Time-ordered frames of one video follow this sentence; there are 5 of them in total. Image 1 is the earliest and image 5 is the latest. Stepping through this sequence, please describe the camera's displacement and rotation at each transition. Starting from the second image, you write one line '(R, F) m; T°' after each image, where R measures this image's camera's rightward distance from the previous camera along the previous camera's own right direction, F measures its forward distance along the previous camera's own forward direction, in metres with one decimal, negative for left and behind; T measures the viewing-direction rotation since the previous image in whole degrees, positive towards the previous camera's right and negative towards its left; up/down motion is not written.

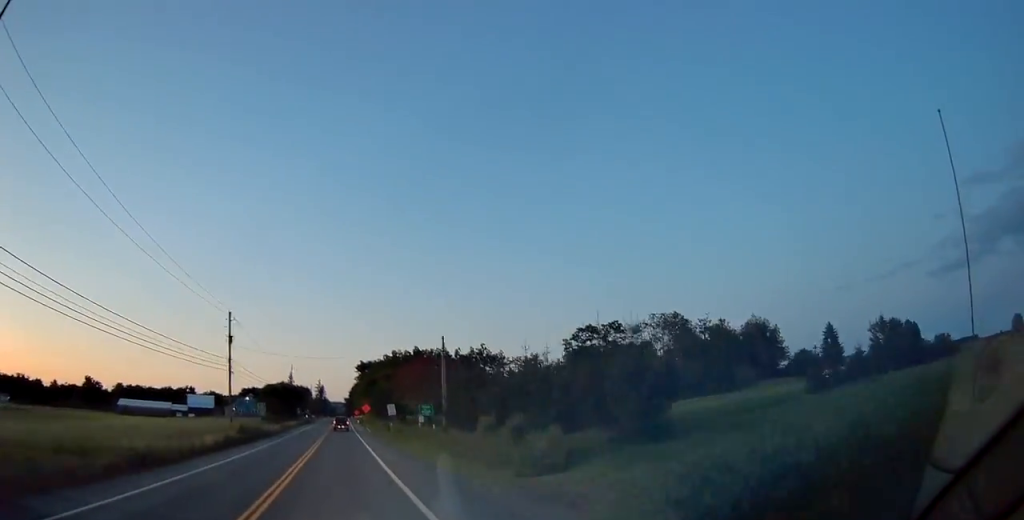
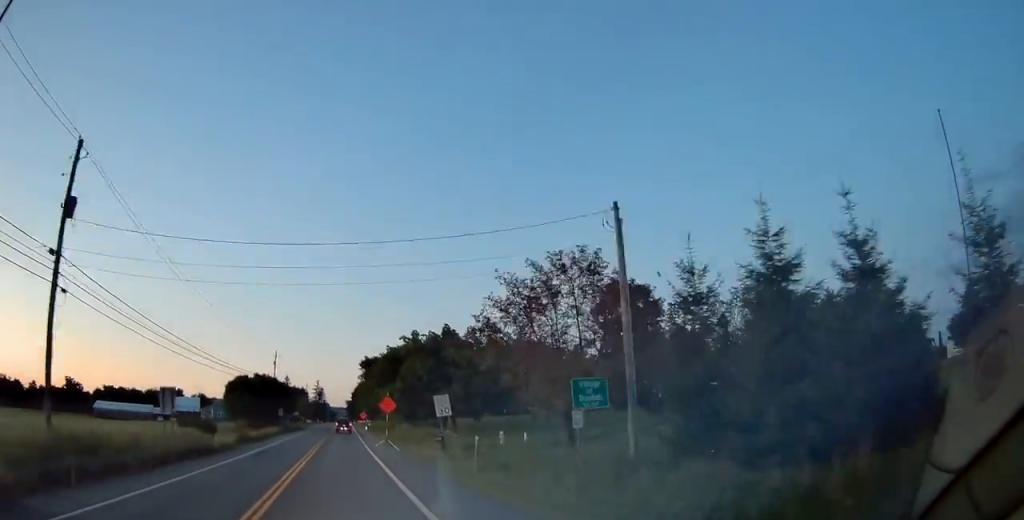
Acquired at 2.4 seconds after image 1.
(0.0, +35.6) m; 0°
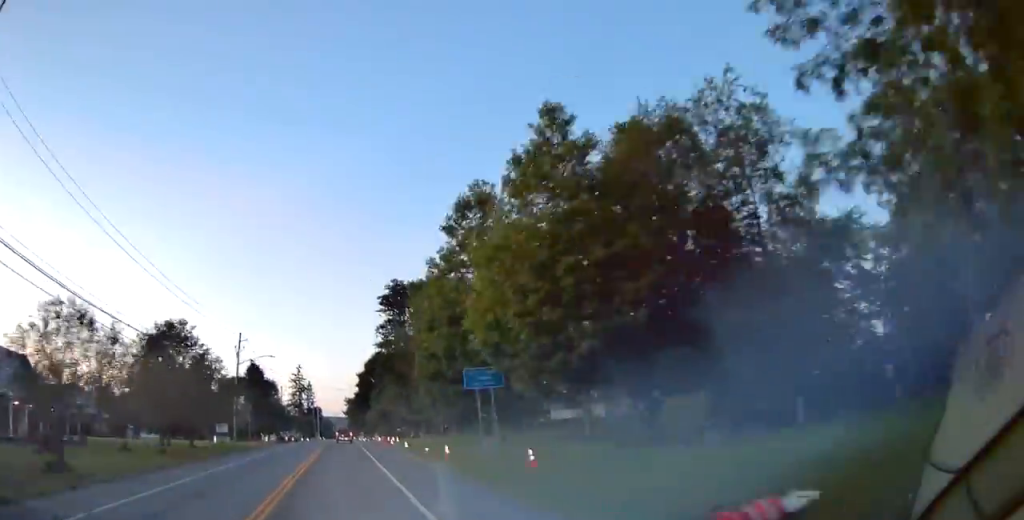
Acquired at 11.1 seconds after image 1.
(+0.3, +117.8) m; 0°
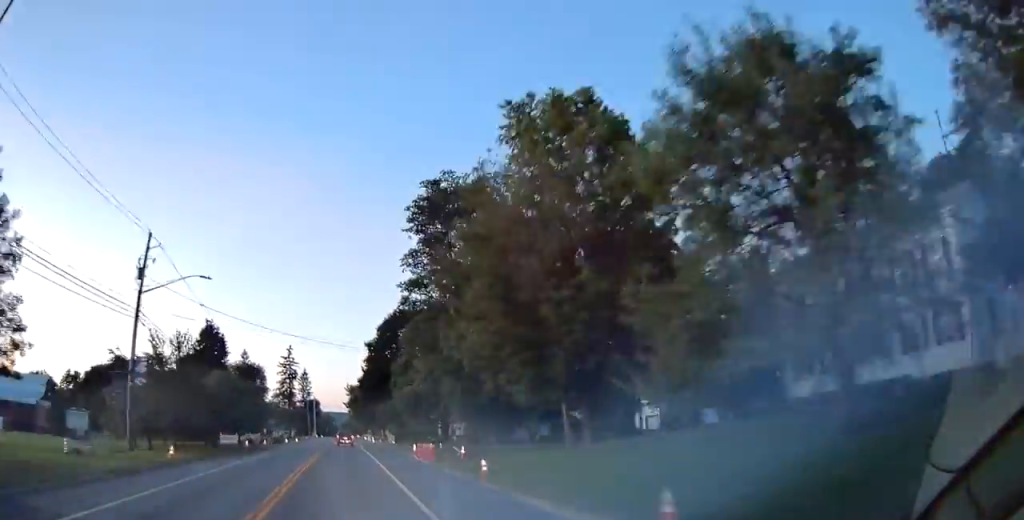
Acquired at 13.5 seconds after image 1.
(+0.1, +32.2) m; 0°
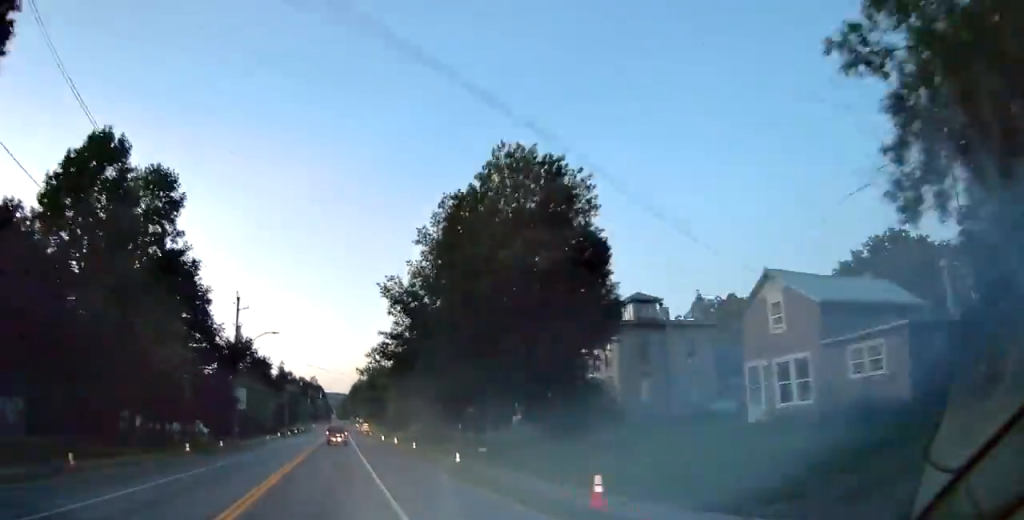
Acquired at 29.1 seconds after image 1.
(+0.7, +206.7) m; 0°
